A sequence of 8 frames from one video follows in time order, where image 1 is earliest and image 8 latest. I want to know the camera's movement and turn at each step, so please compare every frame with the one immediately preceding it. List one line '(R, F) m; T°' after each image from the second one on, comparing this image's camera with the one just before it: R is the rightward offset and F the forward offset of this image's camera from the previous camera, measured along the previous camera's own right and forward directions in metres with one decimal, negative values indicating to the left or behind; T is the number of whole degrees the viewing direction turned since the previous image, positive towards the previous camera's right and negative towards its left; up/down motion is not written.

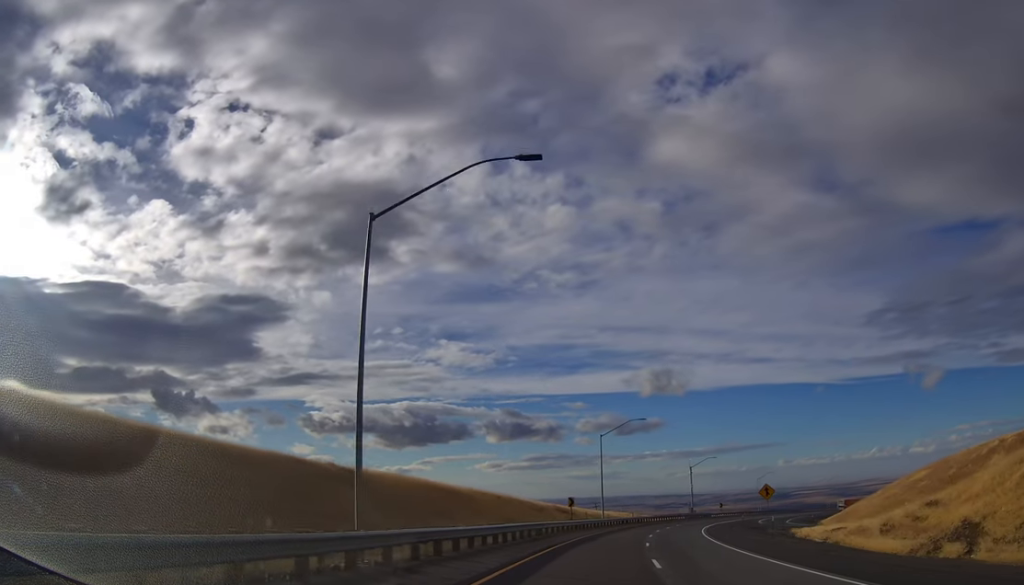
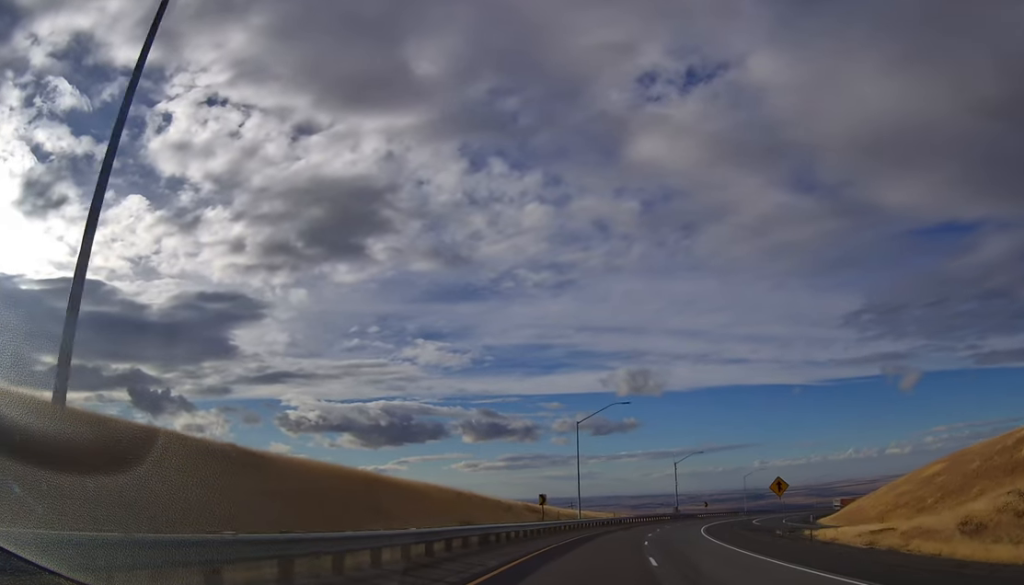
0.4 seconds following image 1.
(+0.1, +11.7) m; +3°
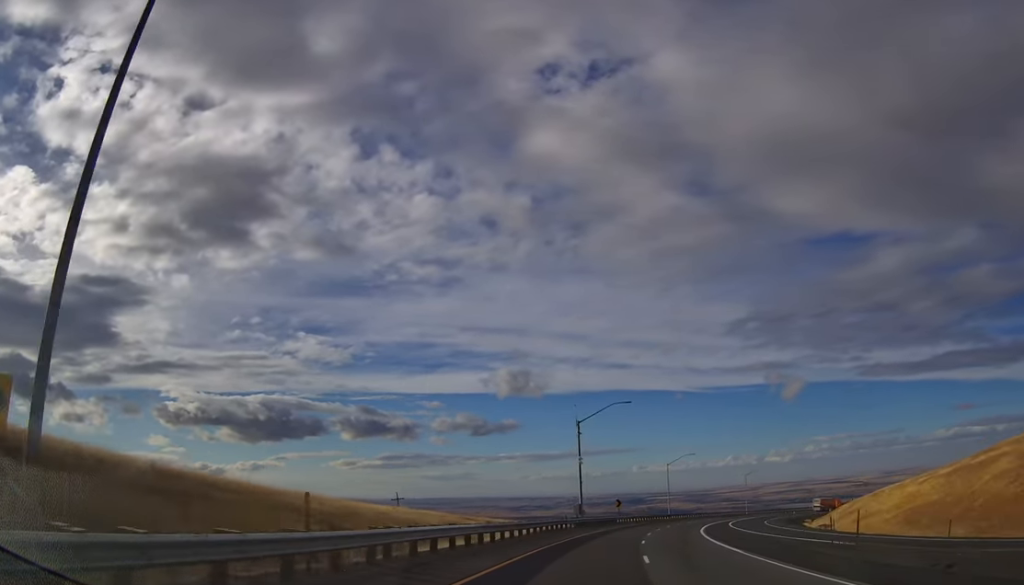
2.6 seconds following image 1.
(+6.1, +60.4) m; +11°
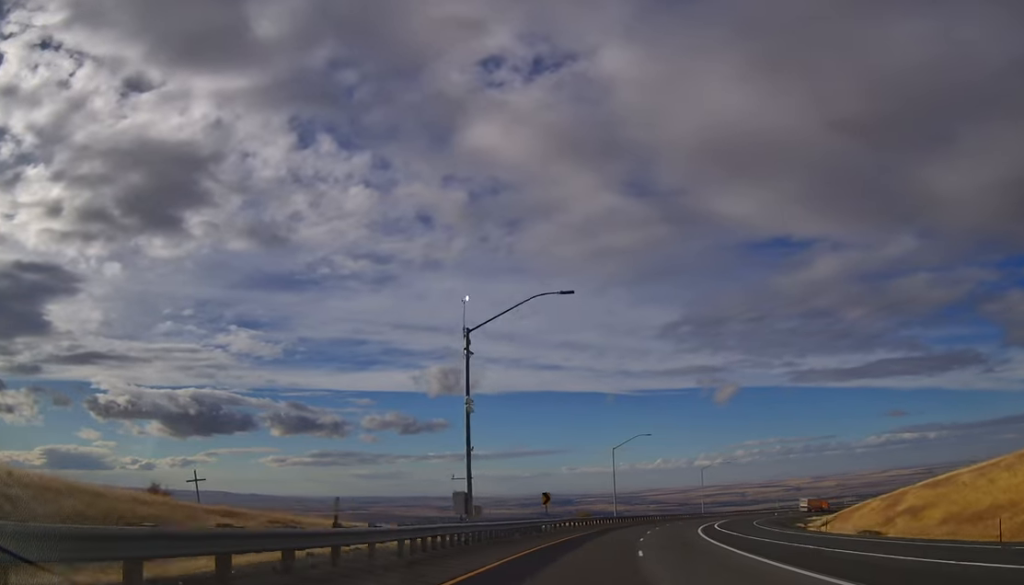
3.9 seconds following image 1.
(+1.8, +34.5) m; +5°
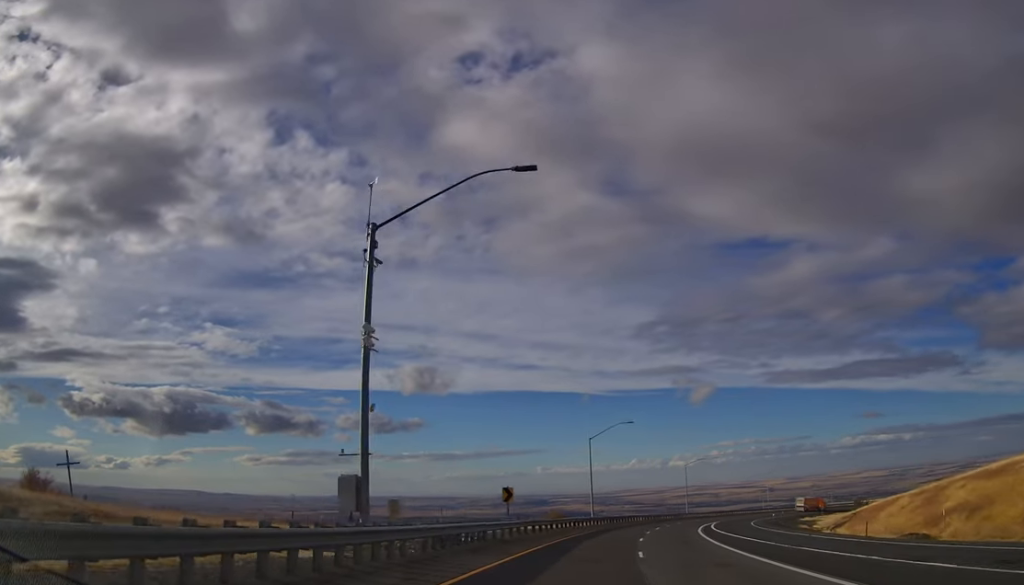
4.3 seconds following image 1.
(+0.1, +13.1) m; +2°
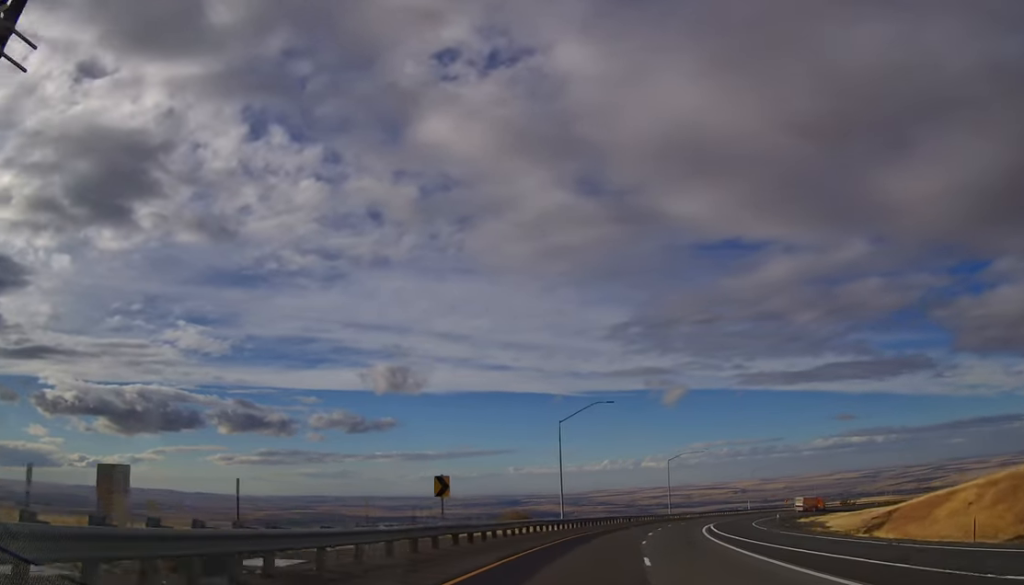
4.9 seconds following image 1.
(+0.4, +16.0) m; +3°
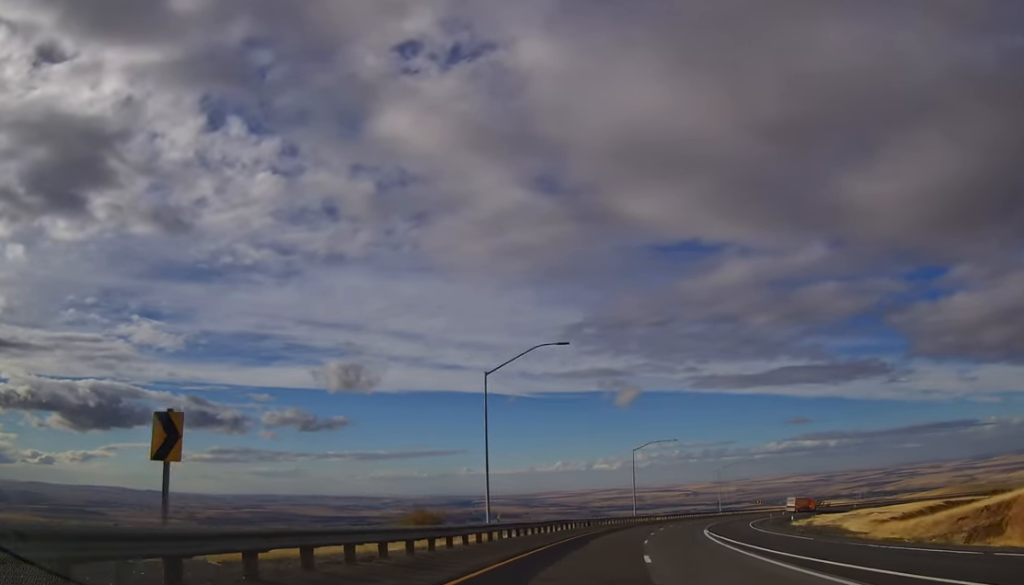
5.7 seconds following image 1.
(+0.7, +23.5) m; +4°
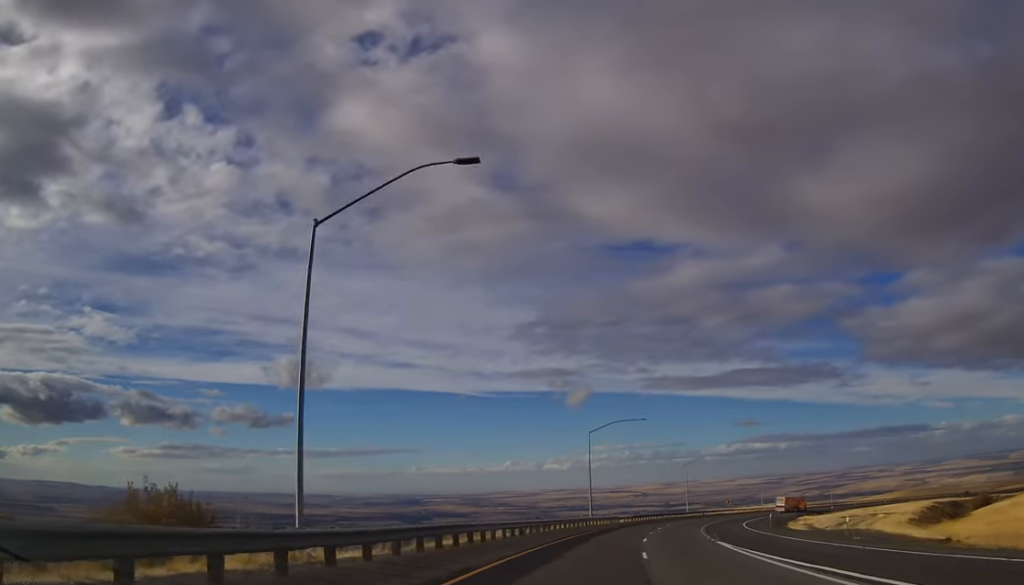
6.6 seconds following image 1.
(+0.9, +23.7) m; +5°
